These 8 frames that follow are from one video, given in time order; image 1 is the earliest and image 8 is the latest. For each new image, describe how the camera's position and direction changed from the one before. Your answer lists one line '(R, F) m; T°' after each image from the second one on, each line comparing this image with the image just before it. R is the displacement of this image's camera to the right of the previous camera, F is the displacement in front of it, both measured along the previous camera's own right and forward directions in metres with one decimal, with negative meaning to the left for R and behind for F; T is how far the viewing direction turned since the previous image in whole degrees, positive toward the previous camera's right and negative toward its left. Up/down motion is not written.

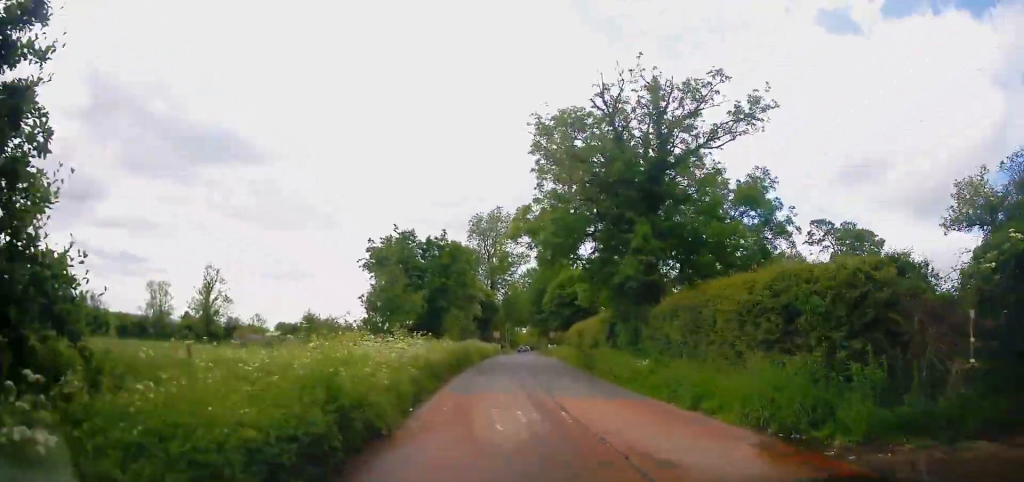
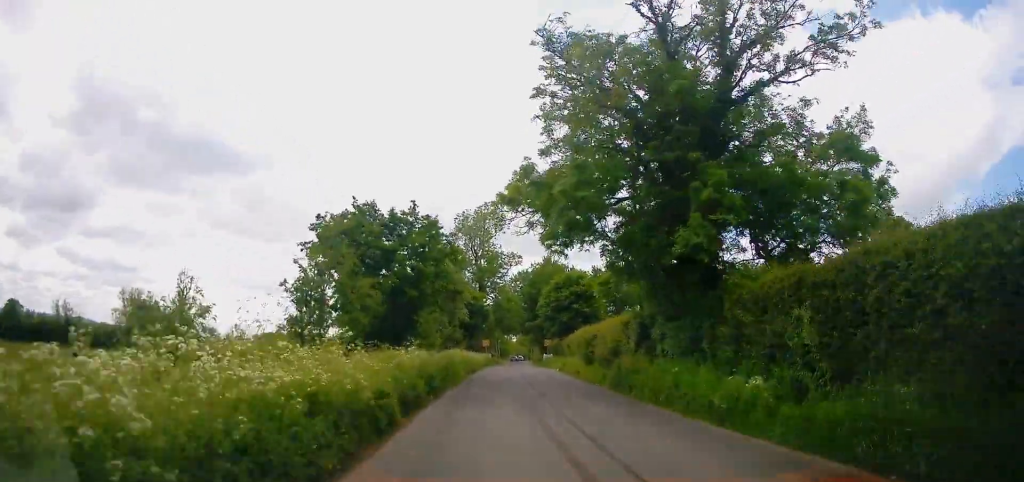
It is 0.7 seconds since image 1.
(-0.1, +8.6) m; +1°
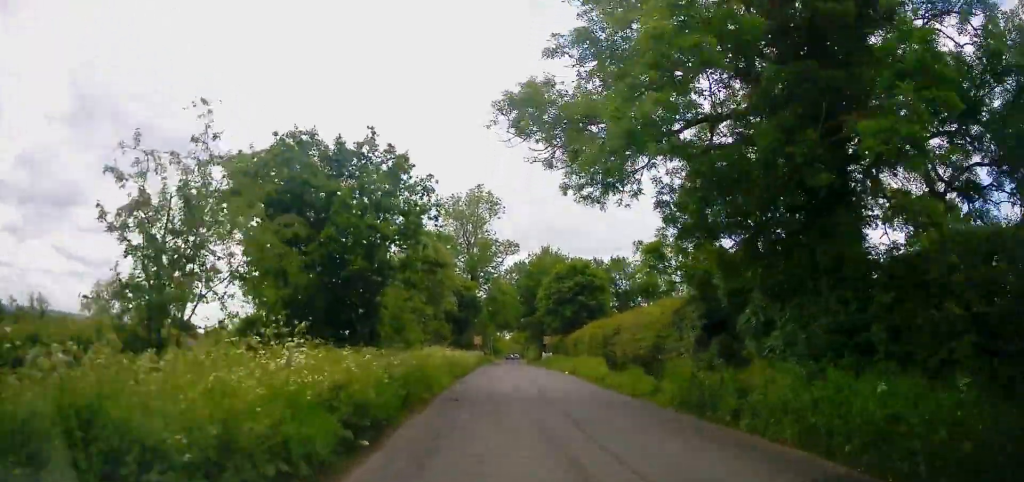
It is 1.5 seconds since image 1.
(+0.3, +8.2) m; +4°
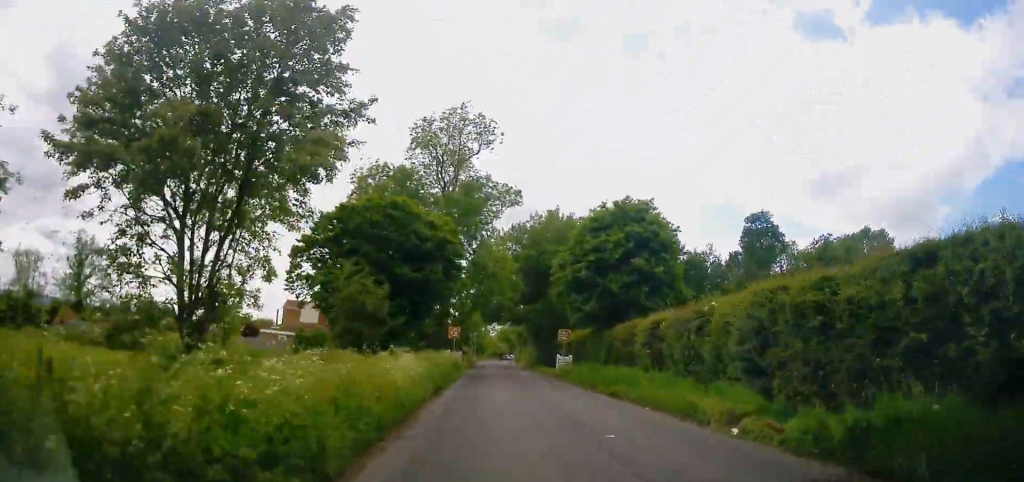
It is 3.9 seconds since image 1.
(-0.1, +26.3) m; -2°
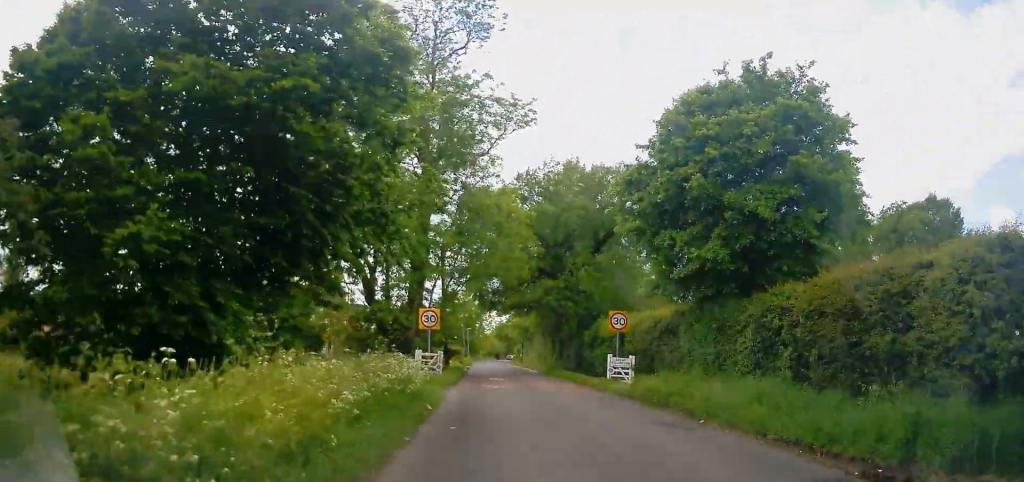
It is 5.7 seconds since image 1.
(+0.8, +18.3) m; +4°
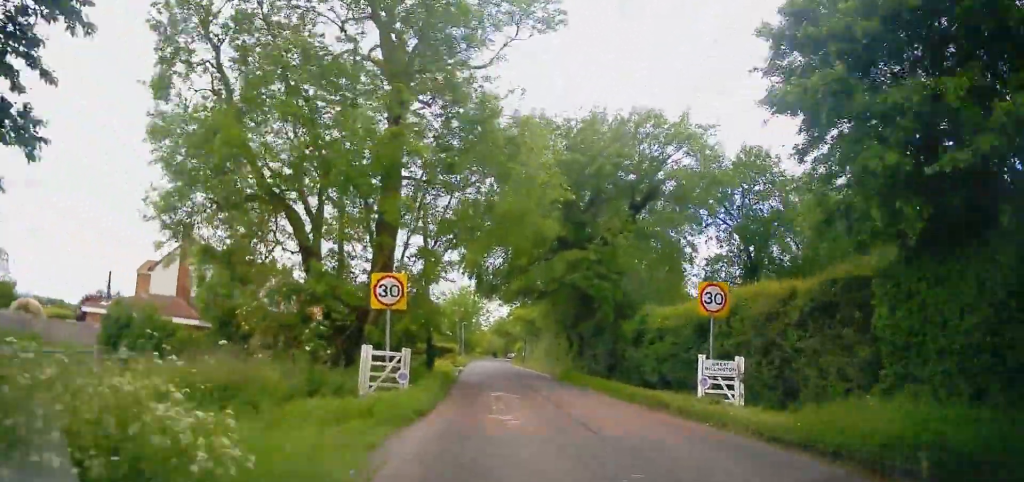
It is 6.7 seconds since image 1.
(-0.2, +10.8) m; -3°
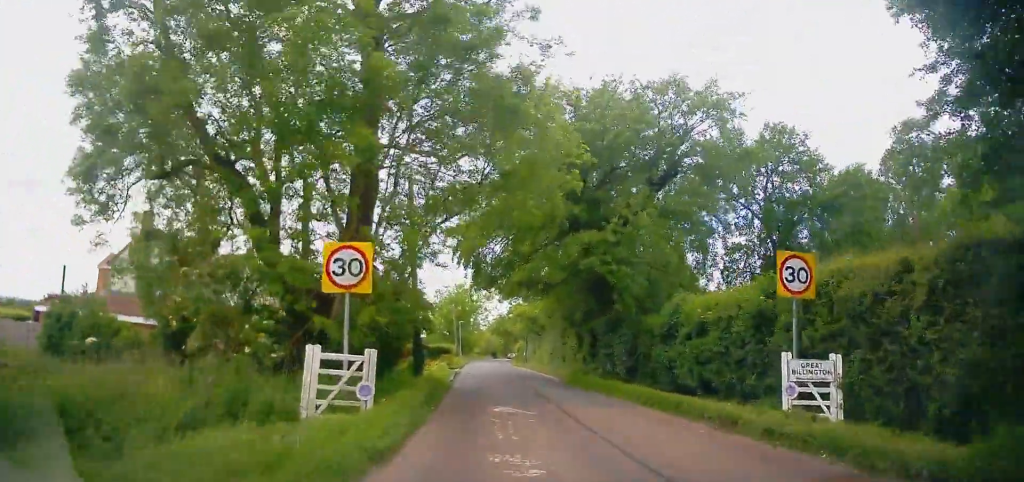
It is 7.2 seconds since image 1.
(-0.2, +4.4) m; 0°
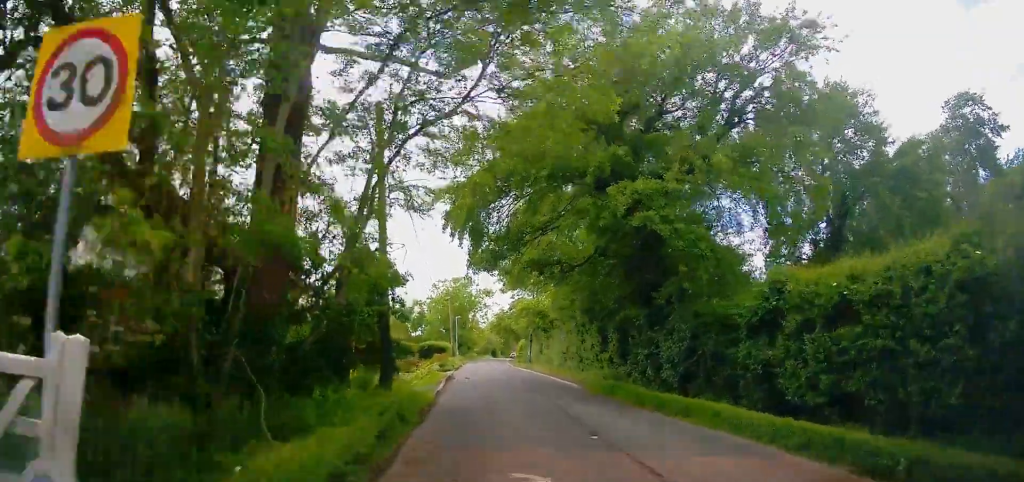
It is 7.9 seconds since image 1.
(-0.1, +7.5) m; +1°
